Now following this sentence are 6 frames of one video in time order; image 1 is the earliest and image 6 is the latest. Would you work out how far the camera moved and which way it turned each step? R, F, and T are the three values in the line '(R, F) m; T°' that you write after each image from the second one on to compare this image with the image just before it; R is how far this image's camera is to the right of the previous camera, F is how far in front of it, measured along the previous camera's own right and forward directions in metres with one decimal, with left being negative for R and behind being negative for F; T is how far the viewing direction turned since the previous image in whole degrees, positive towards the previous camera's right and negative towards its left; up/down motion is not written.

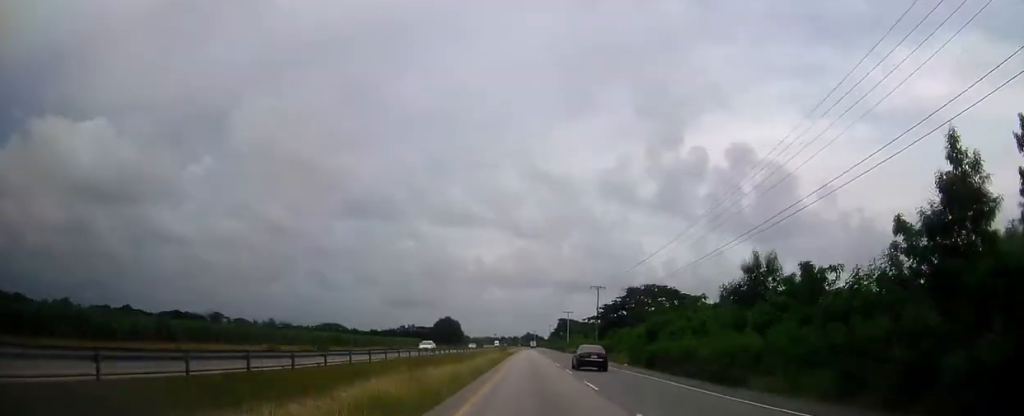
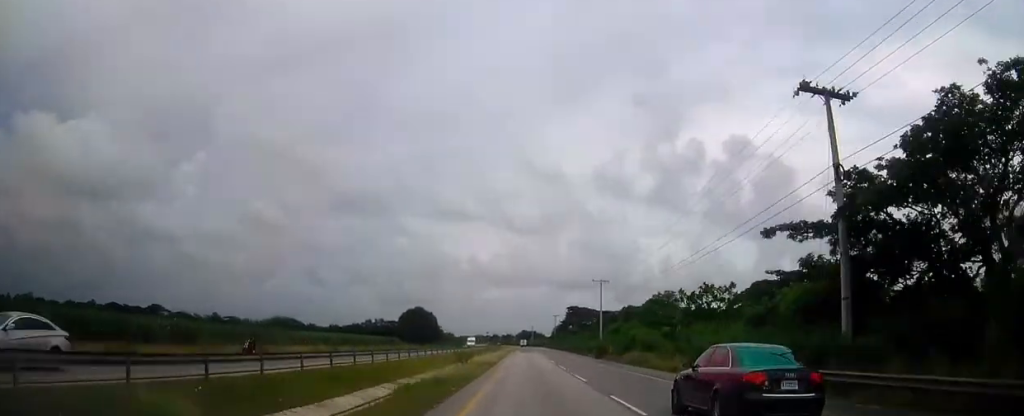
(0.0, +74.1) m; 0°
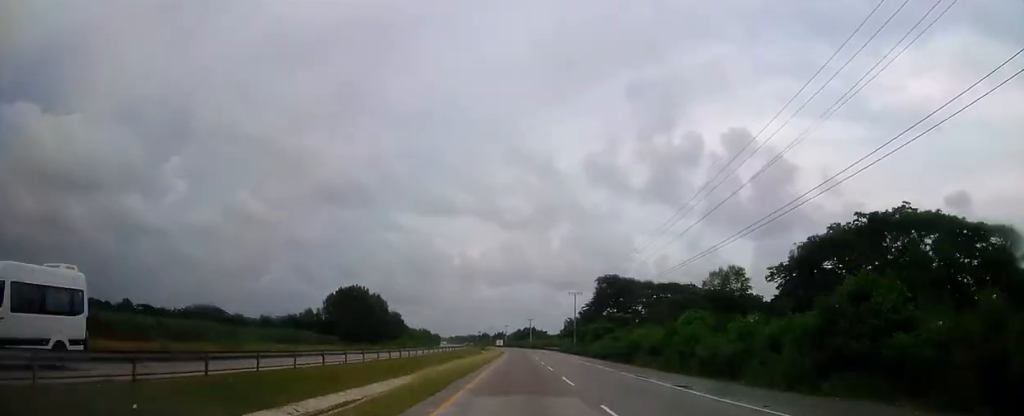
(+0.3, +82.7) m; 0°
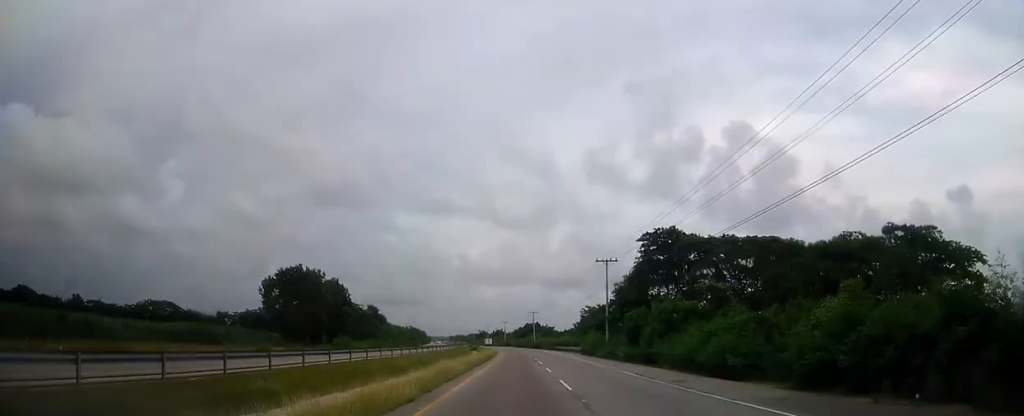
(+0.2, +38.0) m; 0°
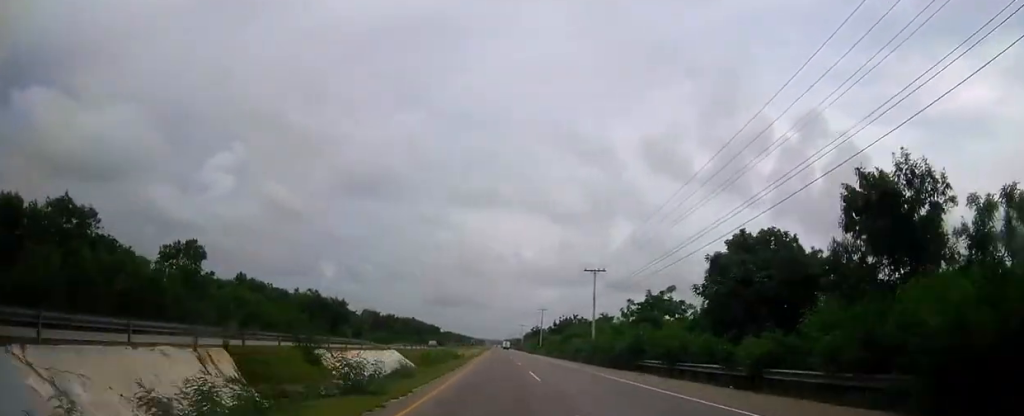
(-7.6, +176.0) m; -5°
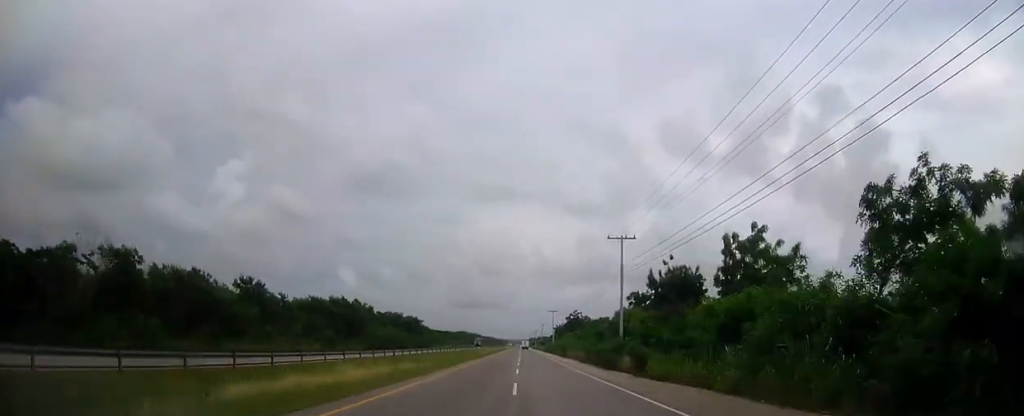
(-2.1, +92.3) m; -2°
